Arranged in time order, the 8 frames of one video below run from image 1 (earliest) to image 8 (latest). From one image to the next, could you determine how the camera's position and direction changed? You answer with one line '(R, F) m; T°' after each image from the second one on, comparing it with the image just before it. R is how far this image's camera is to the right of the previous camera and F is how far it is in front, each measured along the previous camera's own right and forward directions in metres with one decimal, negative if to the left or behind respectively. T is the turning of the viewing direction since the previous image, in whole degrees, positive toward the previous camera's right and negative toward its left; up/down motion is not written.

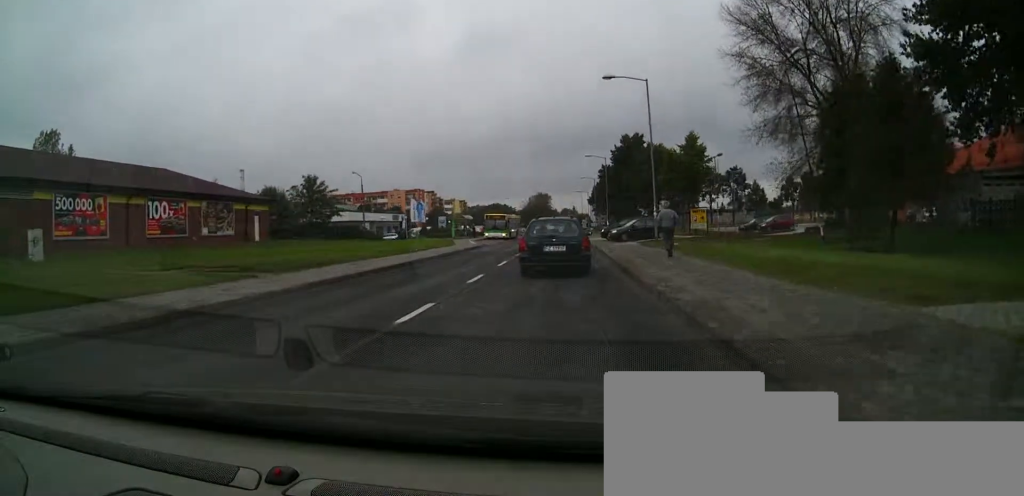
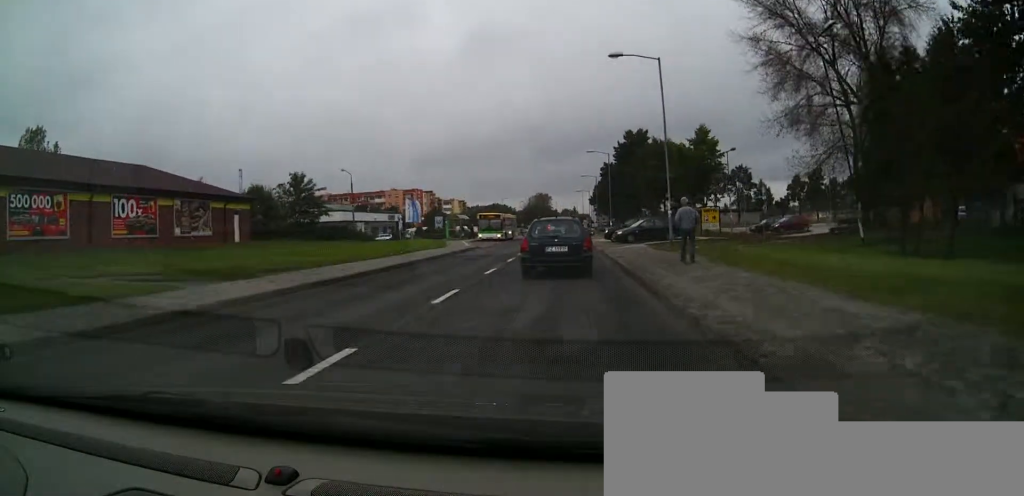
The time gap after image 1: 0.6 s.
(+0.2, +3.8) m; +1°
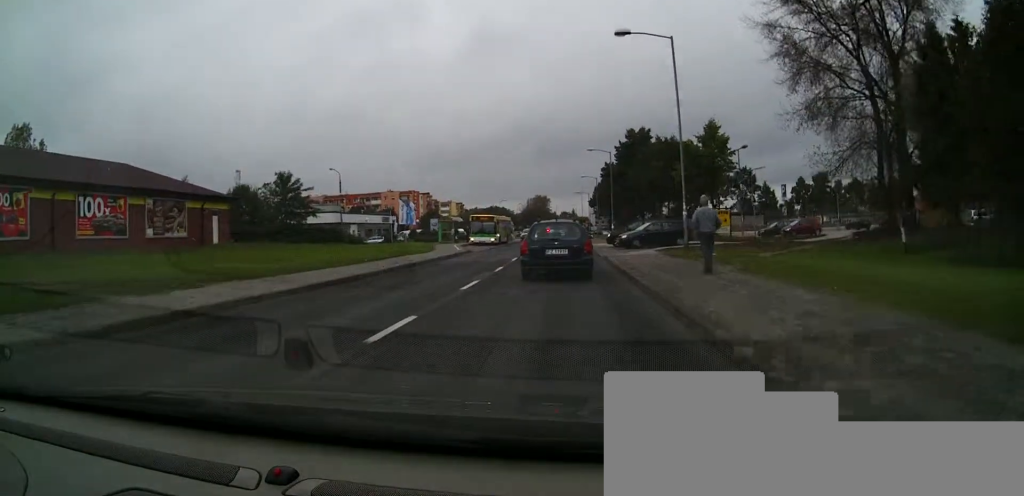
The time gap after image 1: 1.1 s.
(+0.1, +3.3) m; 0°
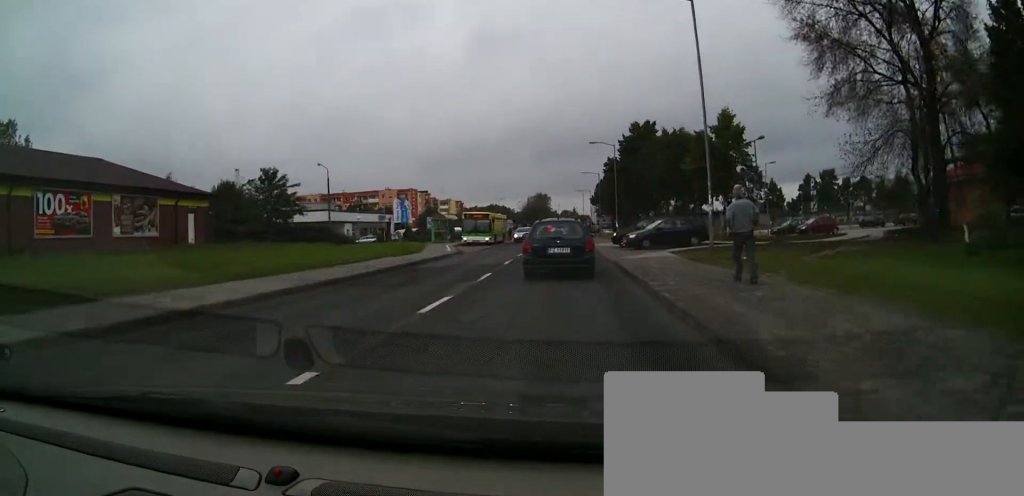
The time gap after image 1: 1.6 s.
(-0.1, +3.6) m; -2°
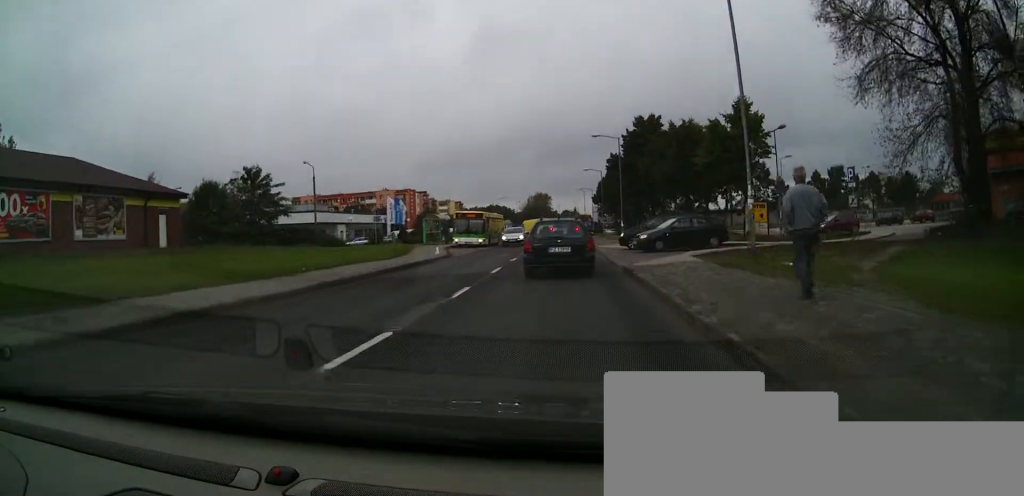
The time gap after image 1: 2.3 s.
(-0.1, +4.0) m; -1°
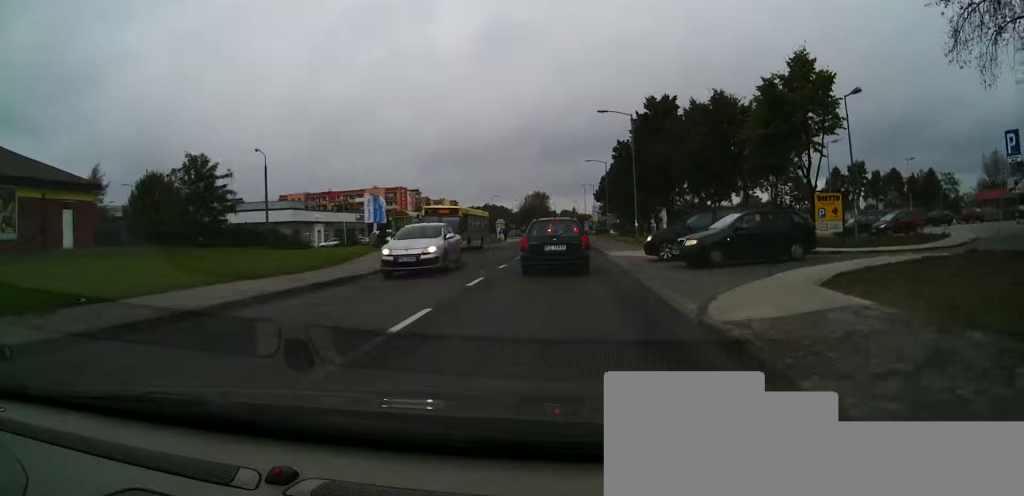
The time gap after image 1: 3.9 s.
(+0.1, +10.1) m; +5°
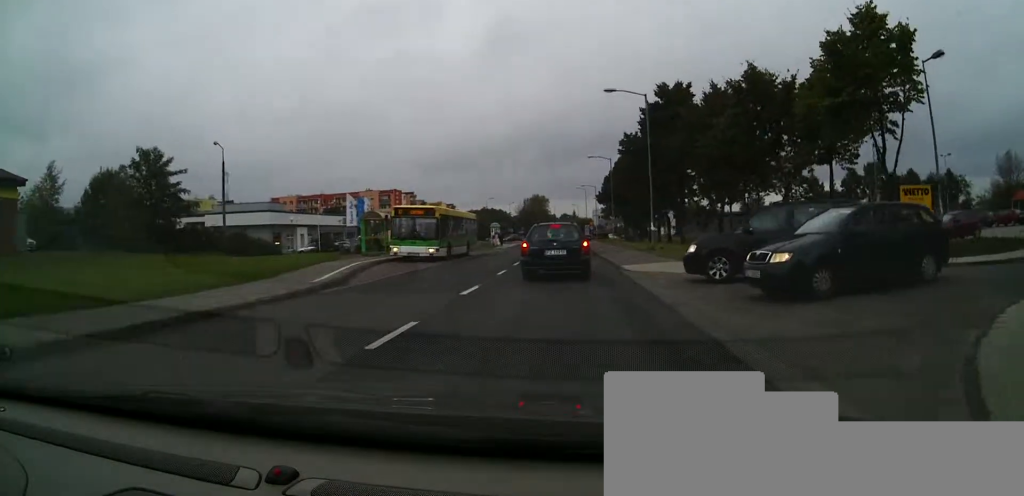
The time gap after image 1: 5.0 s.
(+0.4, +6.9) m; -3°
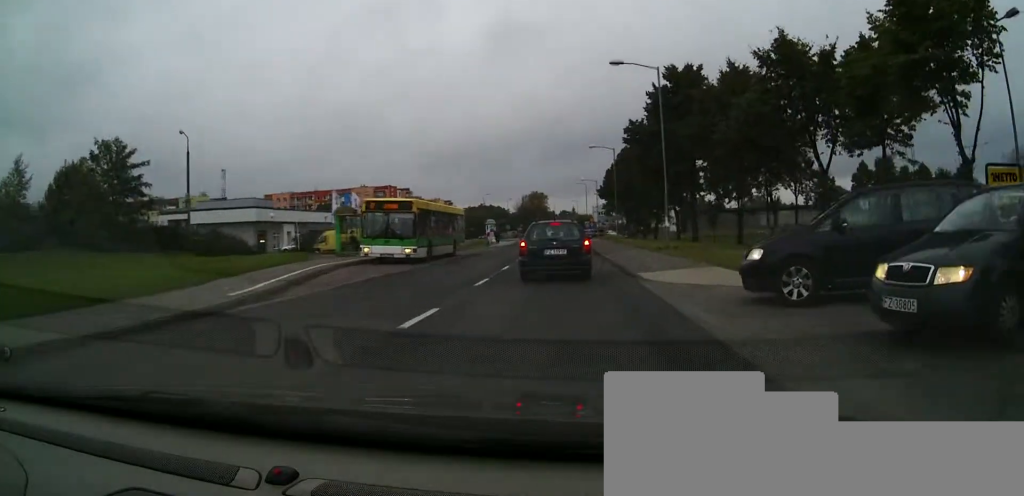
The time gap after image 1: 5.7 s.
(-0.5, +4.4) m; -2°
